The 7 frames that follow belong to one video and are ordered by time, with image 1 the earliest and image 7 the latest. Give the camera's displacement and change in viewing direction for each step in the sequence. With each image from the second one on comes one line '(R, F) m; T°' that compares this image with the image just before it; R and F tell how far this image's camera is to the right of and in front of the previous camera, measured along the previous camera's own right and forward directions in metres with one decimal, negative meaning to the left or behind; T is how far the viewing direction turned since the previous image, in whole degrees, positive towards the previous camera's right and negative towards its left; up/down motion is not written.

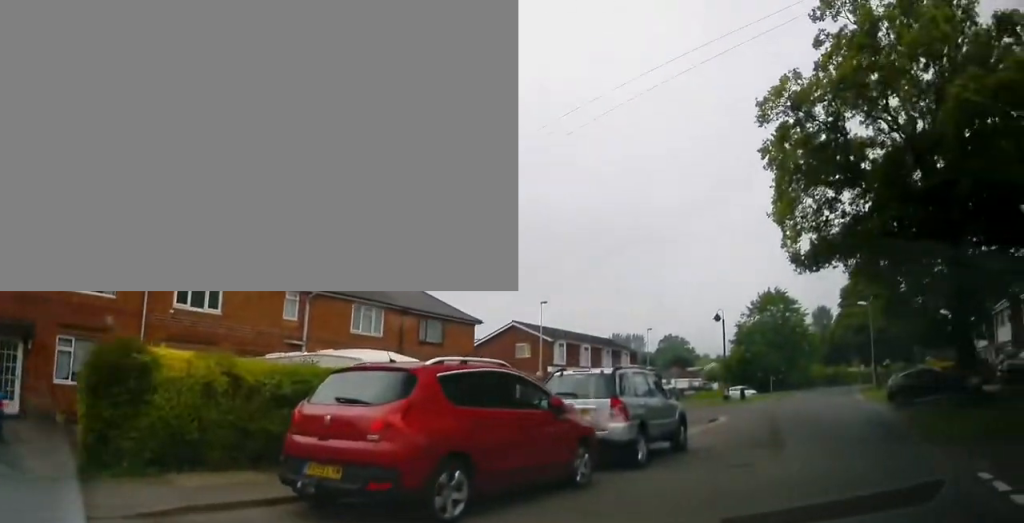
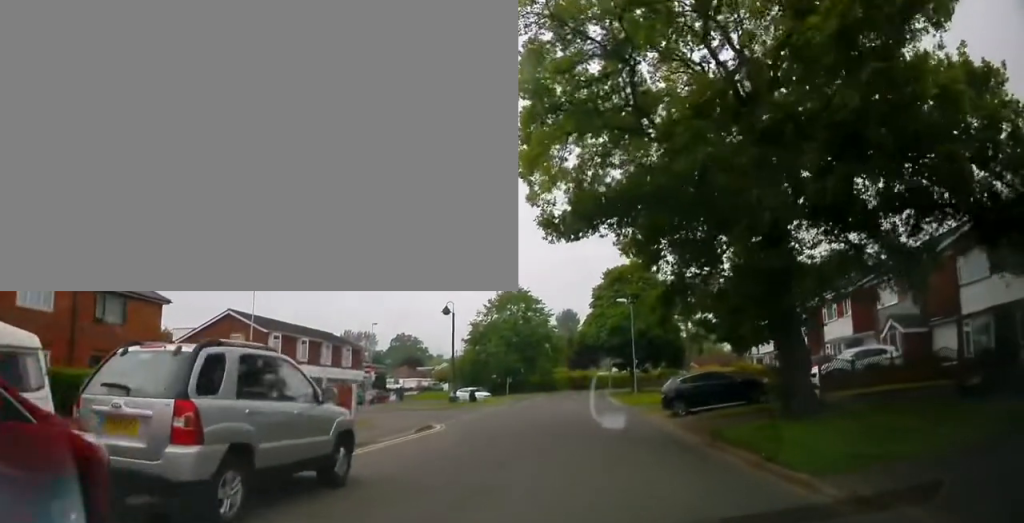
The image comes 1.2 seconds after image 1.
(+0.9, +4.4) m; +16°
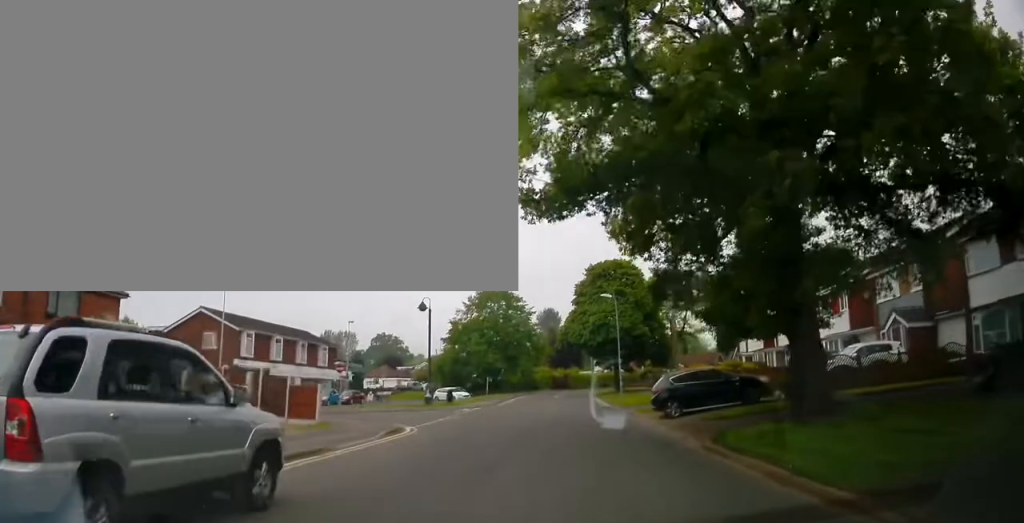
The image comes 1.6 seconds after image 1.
(+0.1, +1.7) m; +3°
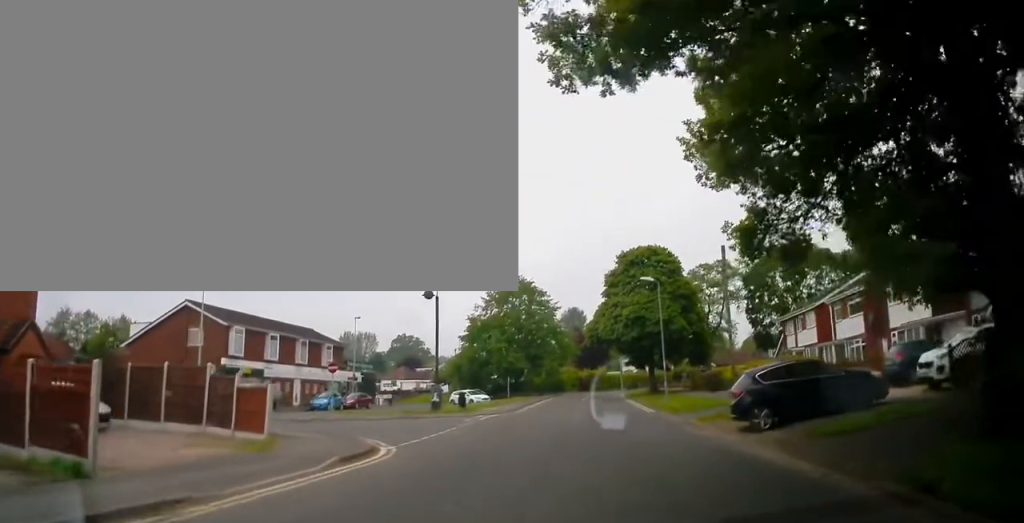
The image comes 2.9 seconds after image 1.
(+0.2, +6.1) m; +1°
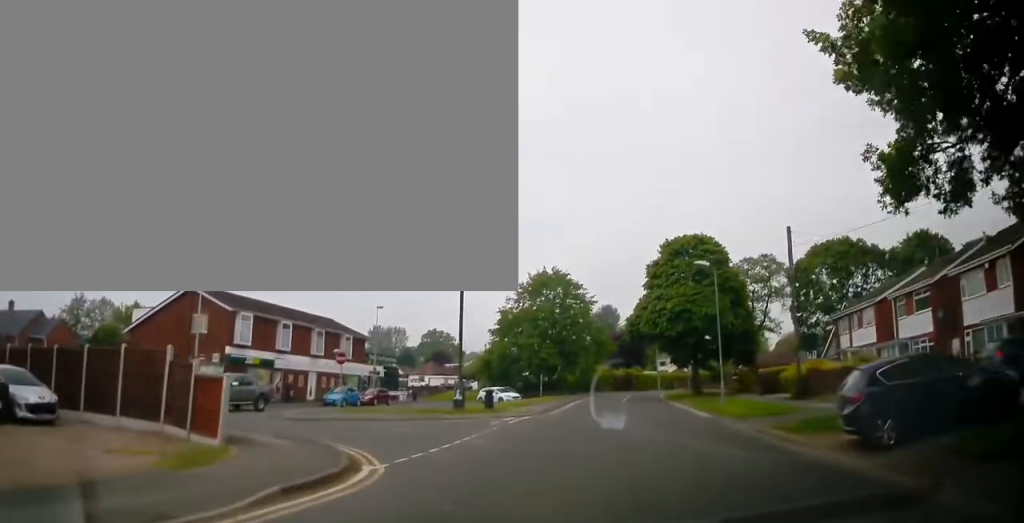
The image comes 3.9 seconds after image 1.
(-0.1, +4.3) m; -4°
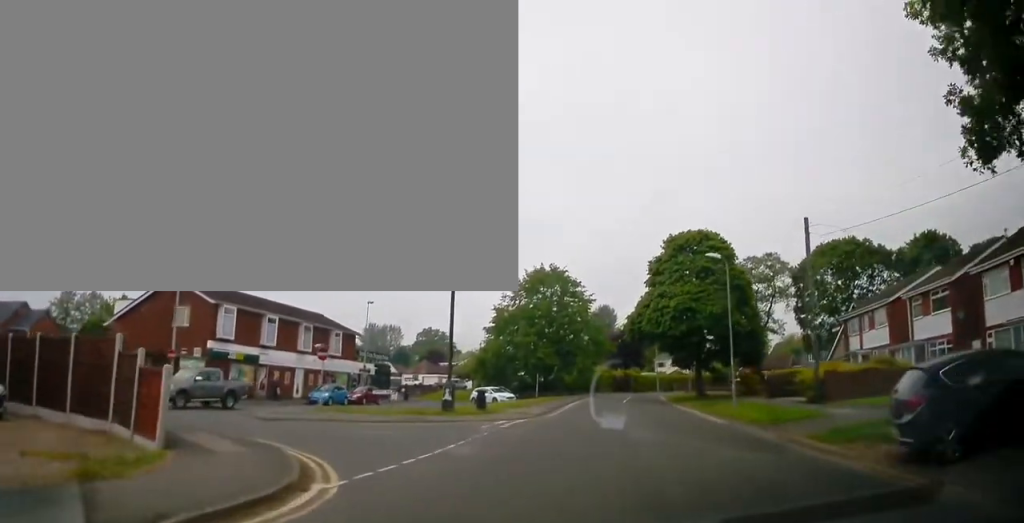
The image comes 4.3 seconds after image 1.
(-0.3, +2.1) m; -1°
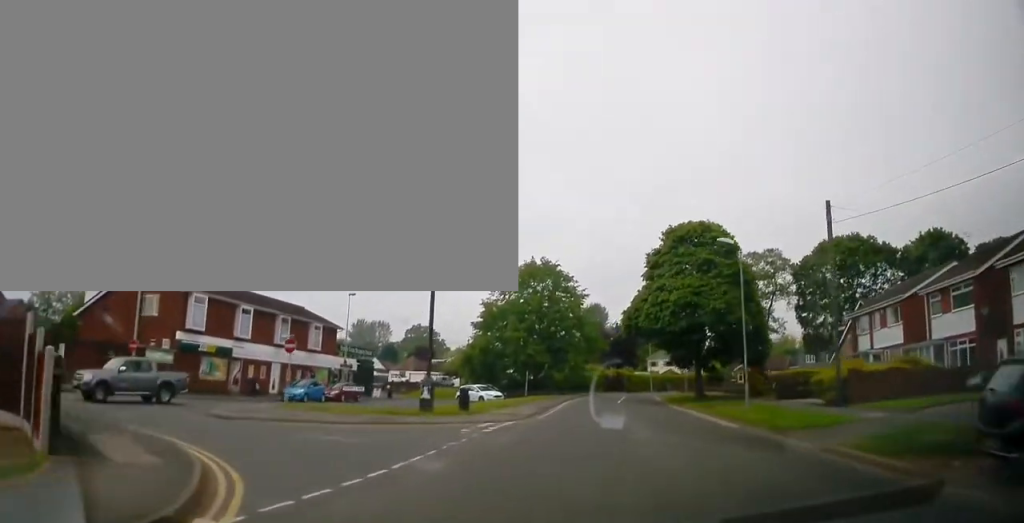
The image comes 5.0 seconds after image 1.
(+0.1, +2.7) m; -3°
